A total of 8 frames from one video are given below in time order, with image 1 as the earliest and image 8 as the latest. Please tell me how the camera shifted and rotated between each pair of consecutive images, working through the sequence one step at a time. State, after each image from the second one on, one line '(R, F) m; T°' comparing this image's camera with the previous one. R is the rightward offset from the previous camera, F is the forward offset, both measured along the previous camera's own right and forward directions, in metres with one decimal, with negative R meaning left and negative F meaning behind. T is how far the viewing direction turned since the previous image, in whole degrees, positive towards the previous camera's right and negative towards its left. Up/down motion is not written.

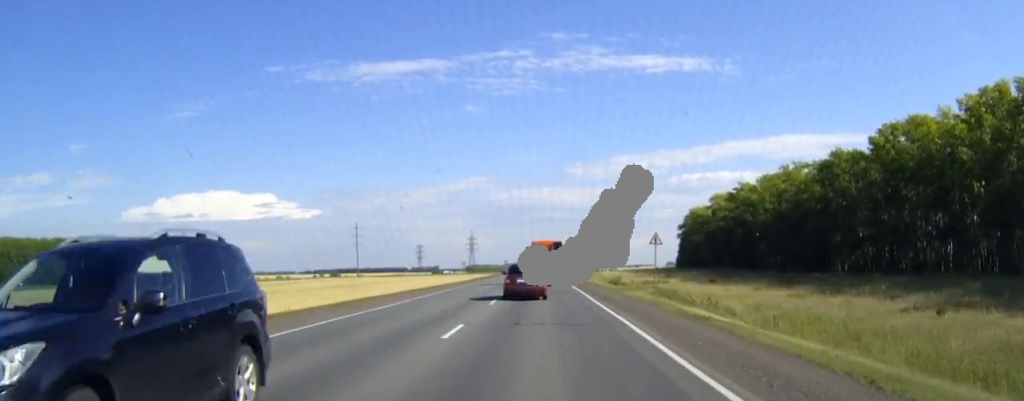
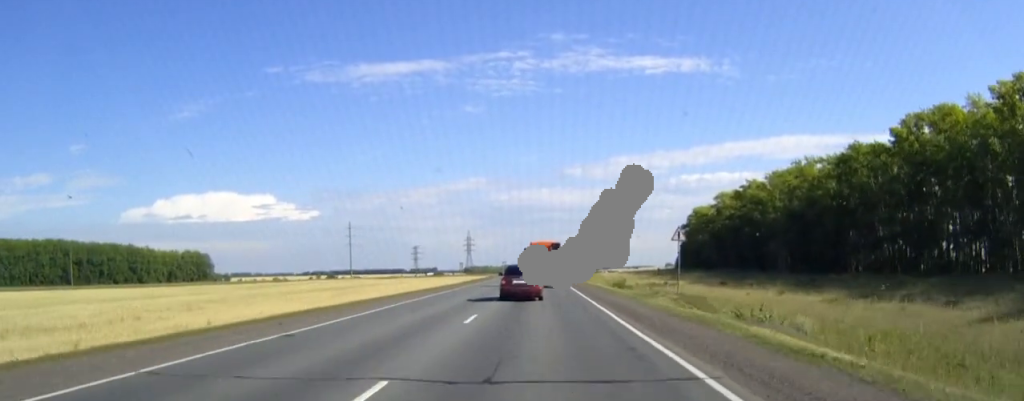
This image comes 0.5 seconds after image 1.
(0.0, +8.1) m; 0°
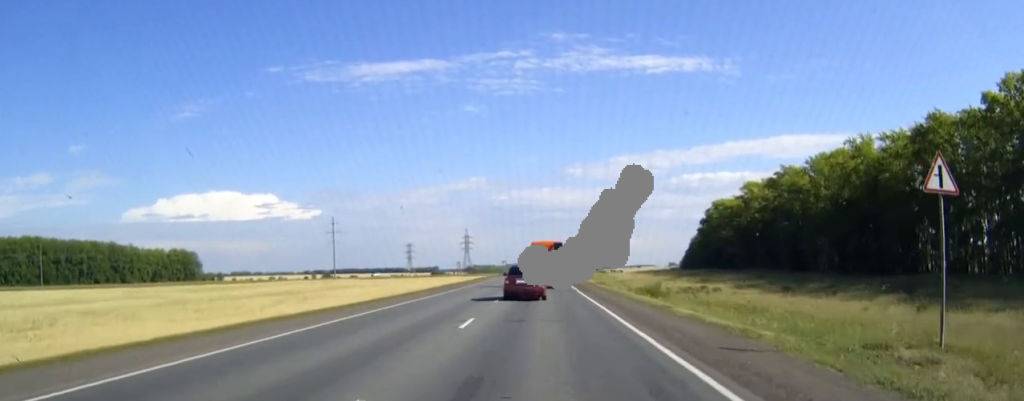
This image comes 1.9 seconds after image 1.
(0.0, +25.1) m; 0°
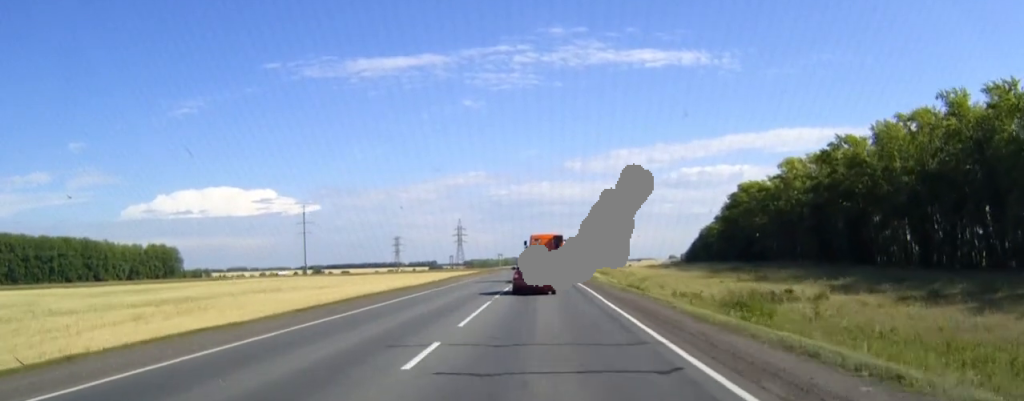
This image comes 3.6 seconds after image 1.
(0.0, +30.8) m; 0°
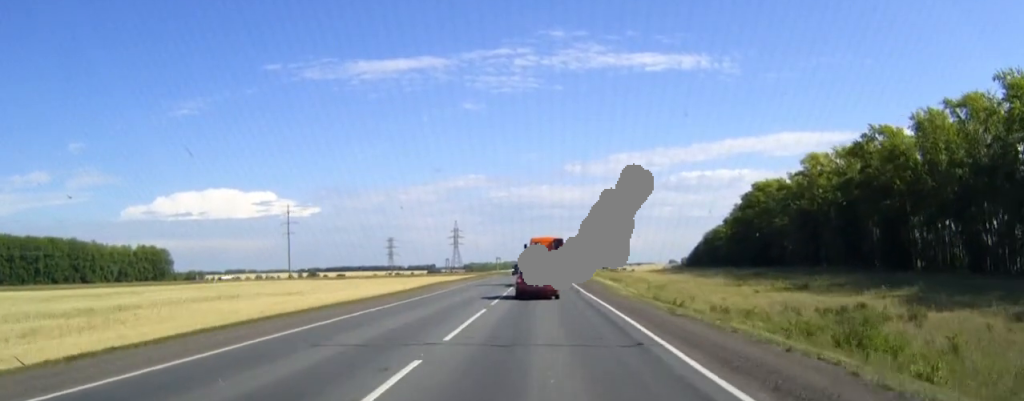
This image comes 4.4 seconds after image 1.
(0.0, +14.0) m; 0°
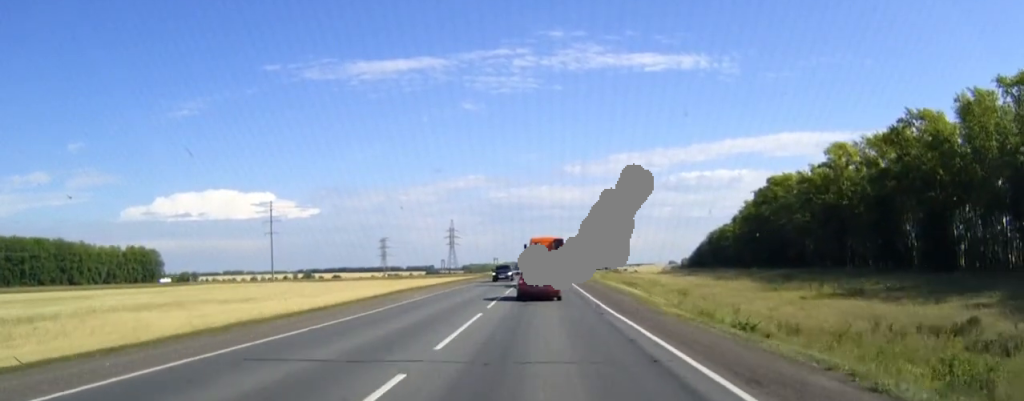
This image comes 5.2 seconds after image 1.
(0.0, +13.2) m; 0°
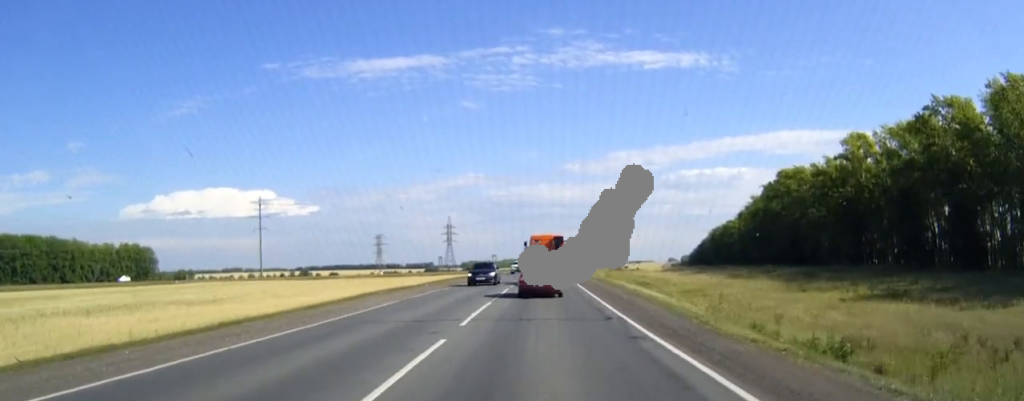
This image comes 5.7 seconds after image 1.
(0.0, +8.0) m; 0°
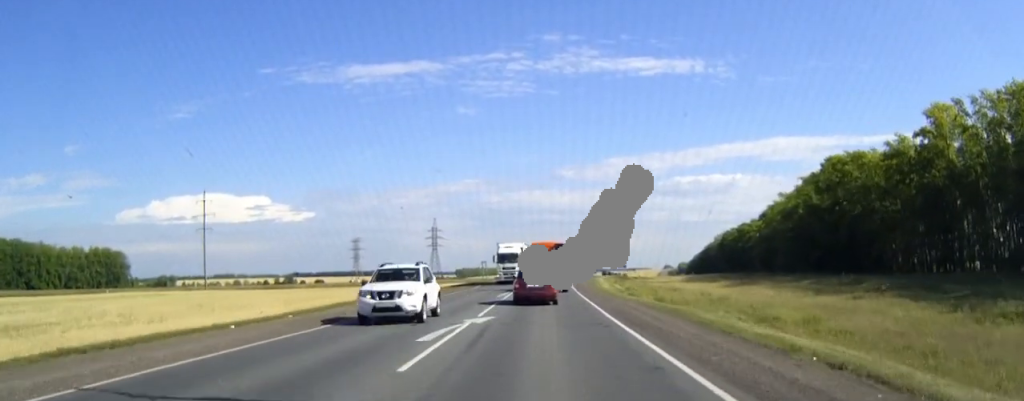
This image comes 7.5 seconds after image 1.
(+0.1, +30.8) m; 0°
